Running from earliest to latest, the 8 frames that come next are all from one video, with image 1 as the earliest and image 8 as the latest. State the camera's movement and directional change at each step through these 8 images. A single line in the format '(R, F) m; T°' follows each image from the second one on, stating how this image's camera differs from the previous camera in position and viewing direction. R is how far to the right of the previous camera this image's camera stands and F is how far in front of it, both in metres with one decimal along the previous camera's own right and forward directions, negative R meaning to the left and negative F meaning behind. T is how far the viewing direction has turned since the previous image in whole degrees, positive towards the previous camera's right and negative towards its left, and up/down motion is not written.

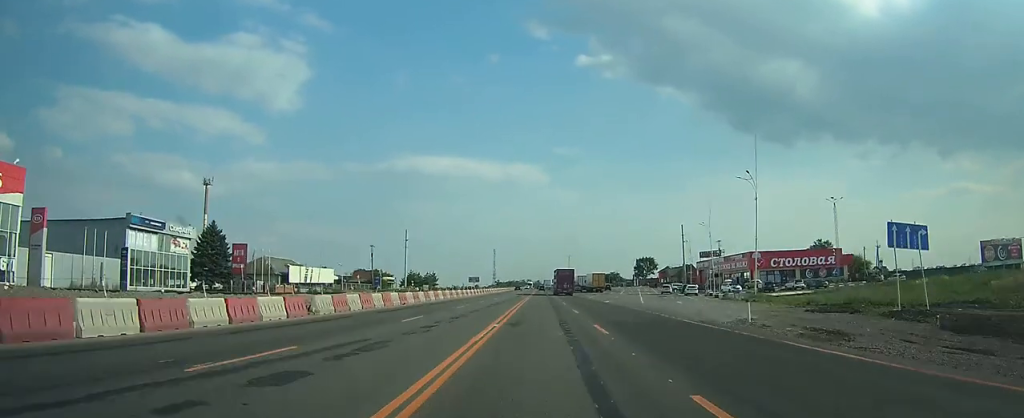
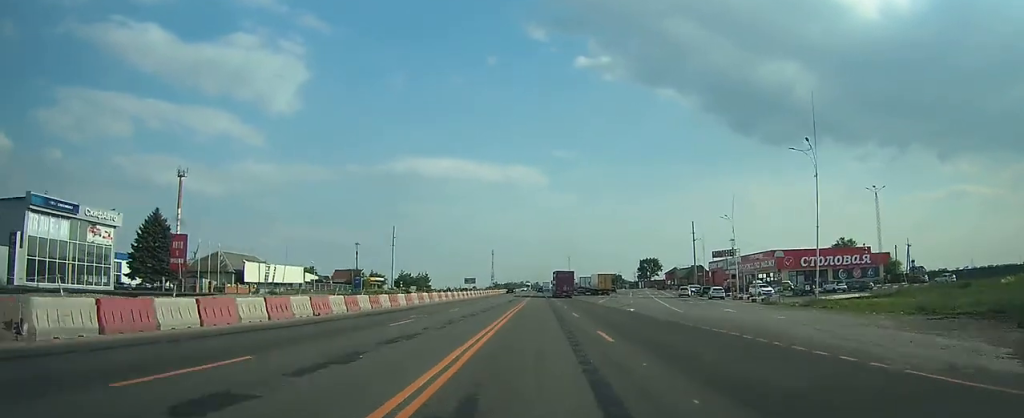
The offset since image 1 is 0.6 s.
(0.0, +13.8) m; 0°
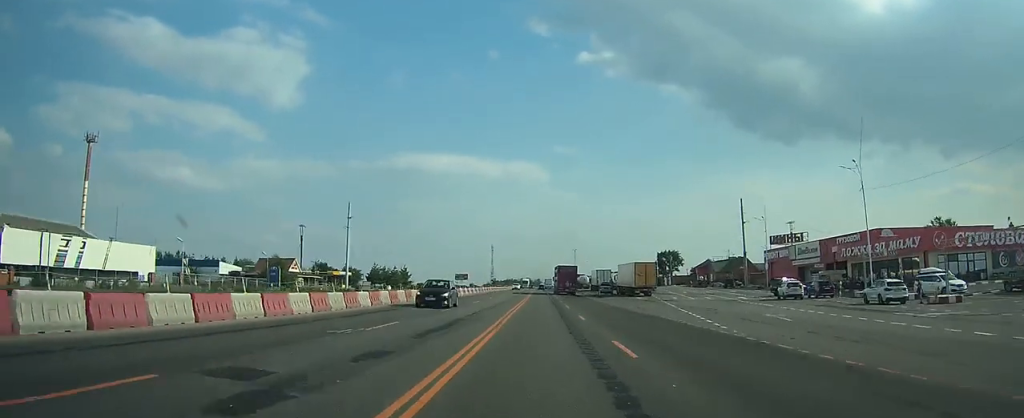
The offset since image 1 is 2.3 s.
(-0.1, +39.2) m; 0°
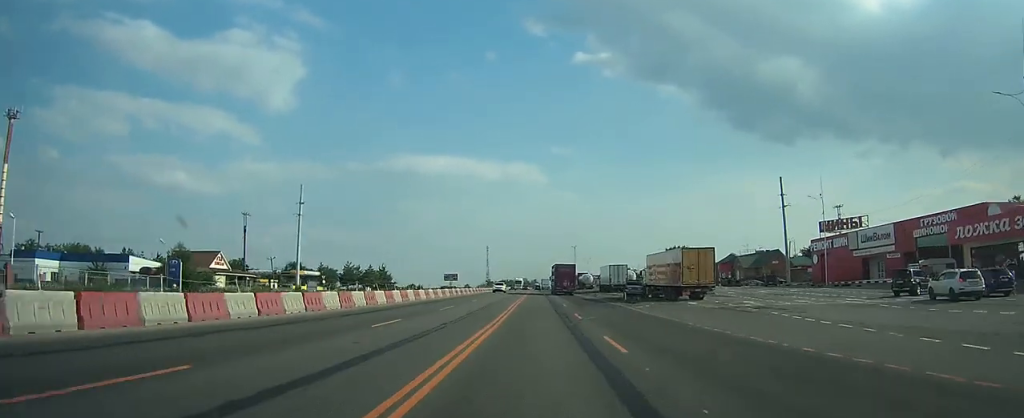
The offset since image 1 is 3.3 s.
(0.0, +23.3) m; 0°
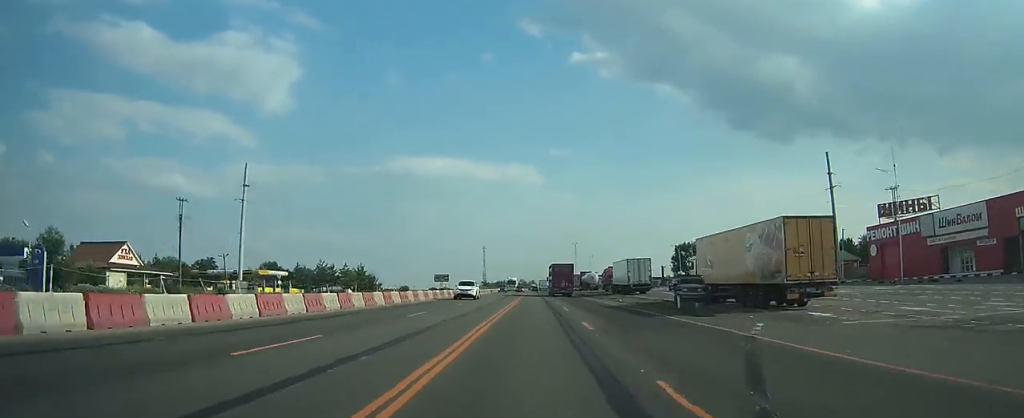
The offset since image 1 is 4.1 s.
(+0.1, +18.7) m; 0°
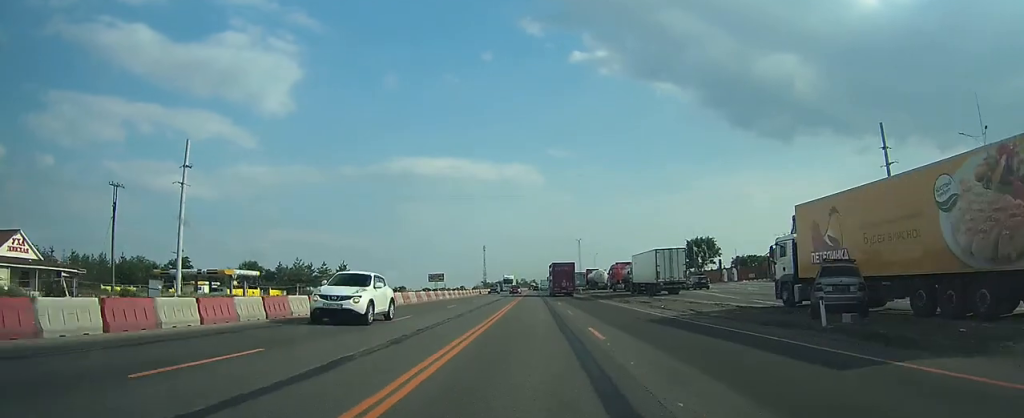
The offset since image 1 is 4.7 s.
(0.0, +14.9) m; 0°
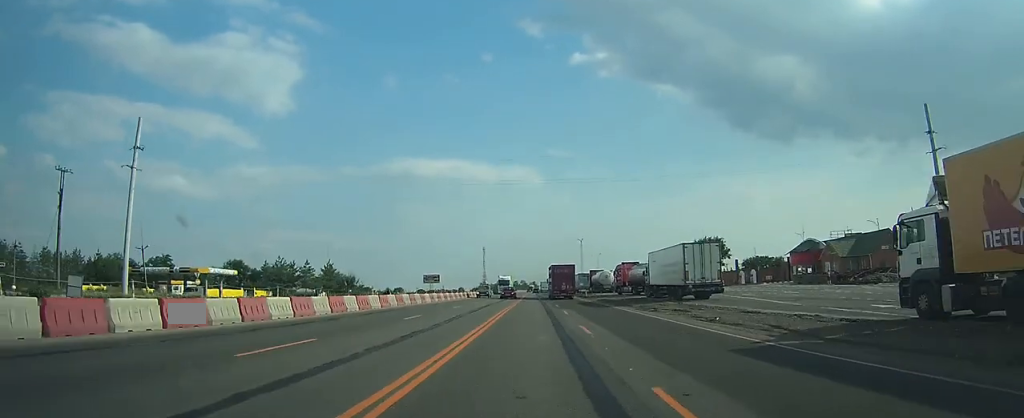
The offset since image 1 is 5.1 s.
(0.0, +9.4) m; 0°
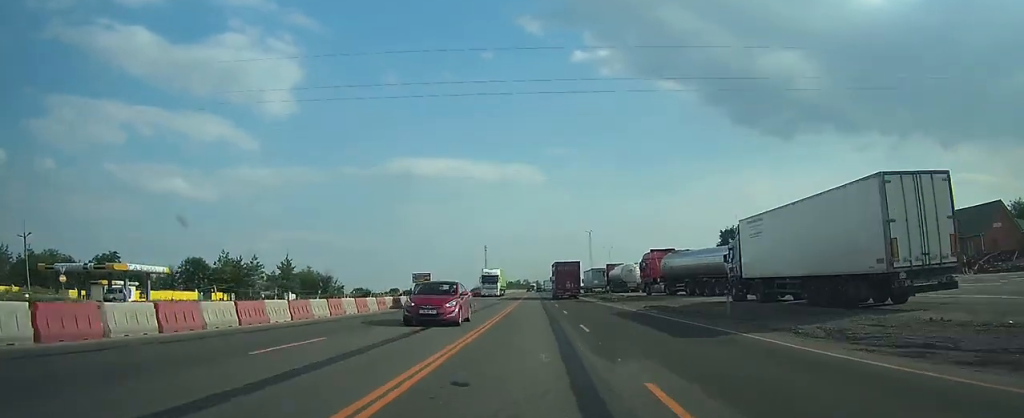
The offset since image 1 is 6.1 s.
(0.0, +23.5) m; 0°
